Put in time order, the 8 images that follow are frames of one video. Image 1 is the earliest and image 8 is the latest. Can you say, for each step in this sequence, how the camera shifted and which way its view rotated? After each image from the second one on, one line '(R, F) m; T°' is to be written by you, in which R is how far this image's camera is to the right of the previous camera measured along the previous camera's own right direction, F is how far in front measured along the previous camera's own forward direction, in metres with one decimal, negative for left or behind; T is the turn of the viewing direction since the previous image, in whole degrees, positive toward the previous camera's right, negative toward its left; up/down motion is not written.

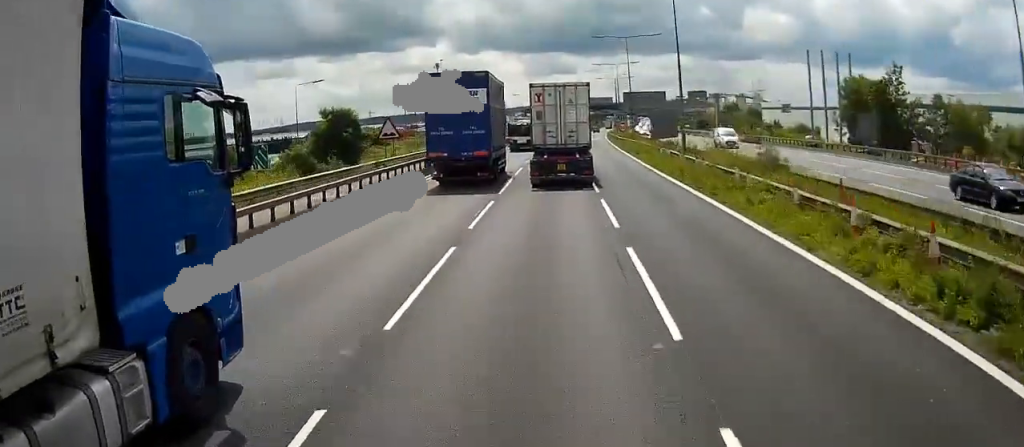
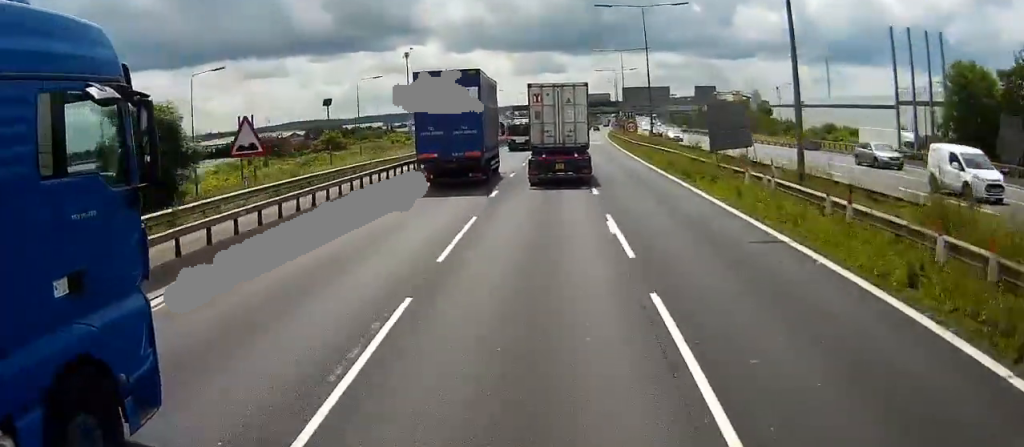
(+0.1, +21.8) m; +1°
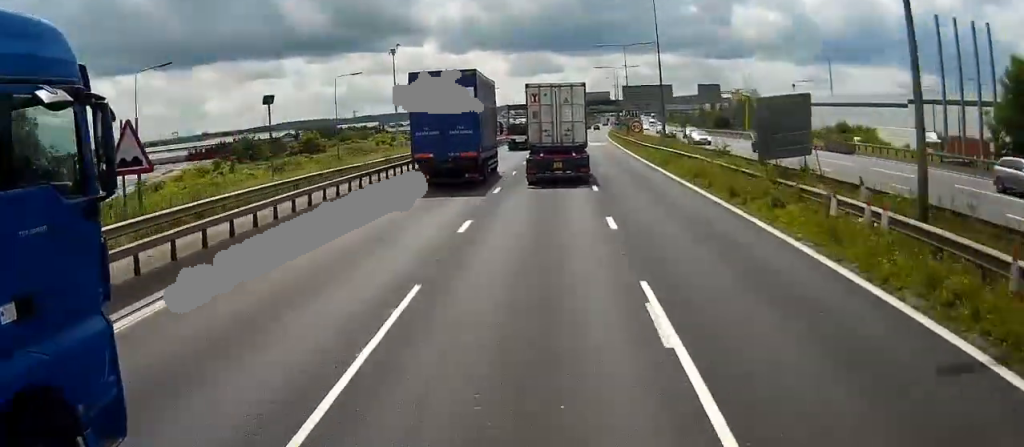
(+0.2, +8.4) m; +1°
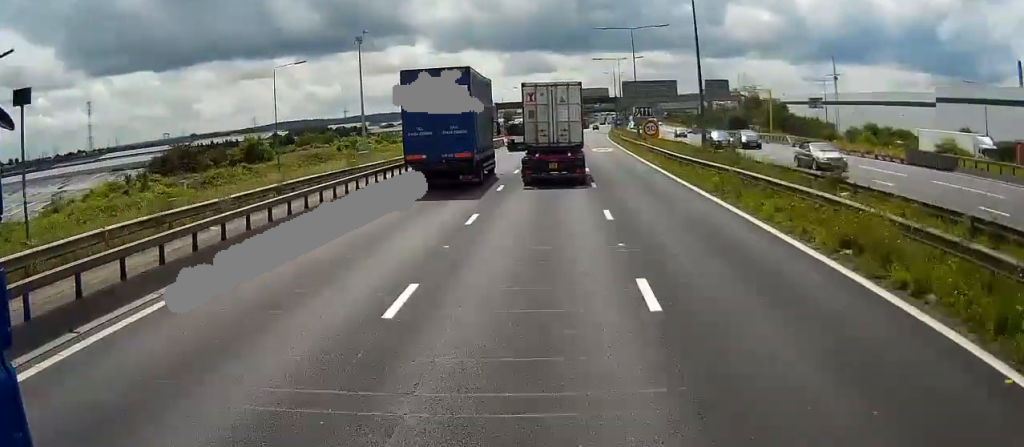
(+0.2, +16.1) m; +1°
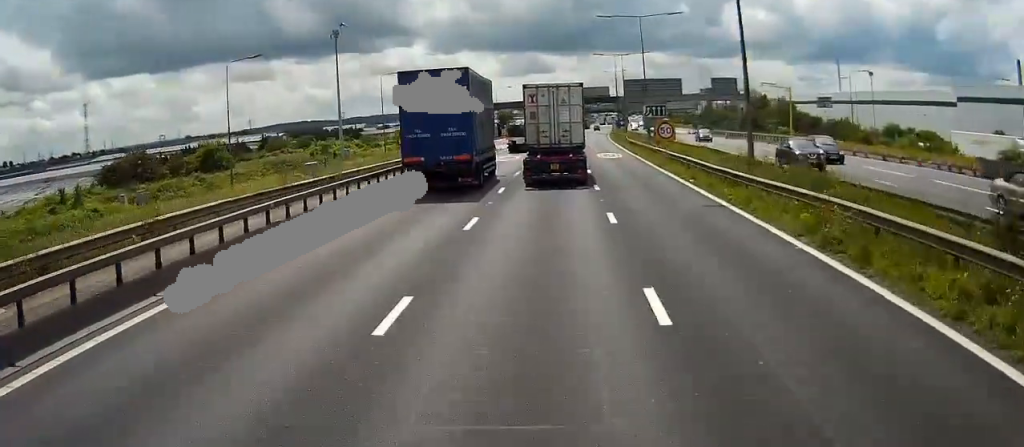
(0.0, +9.8) m; 0°
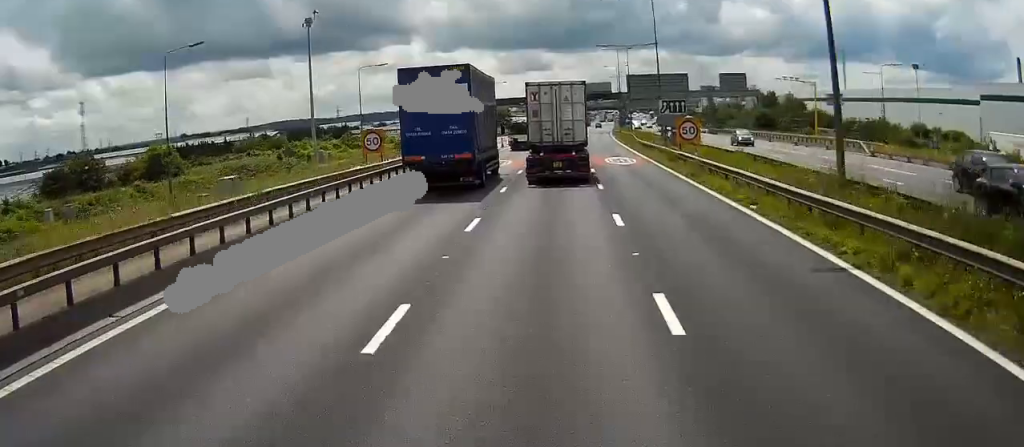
(0.0, +9.2) m; 0°
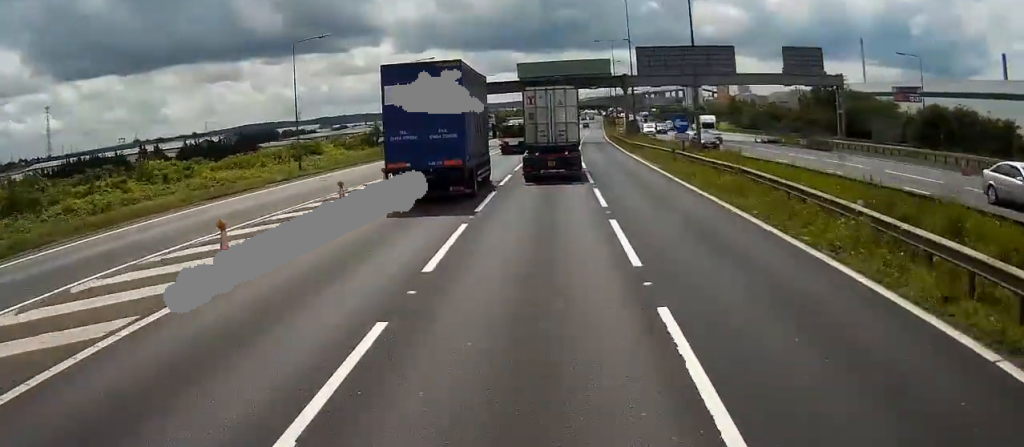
(+0.9, +58.5) m; +2°
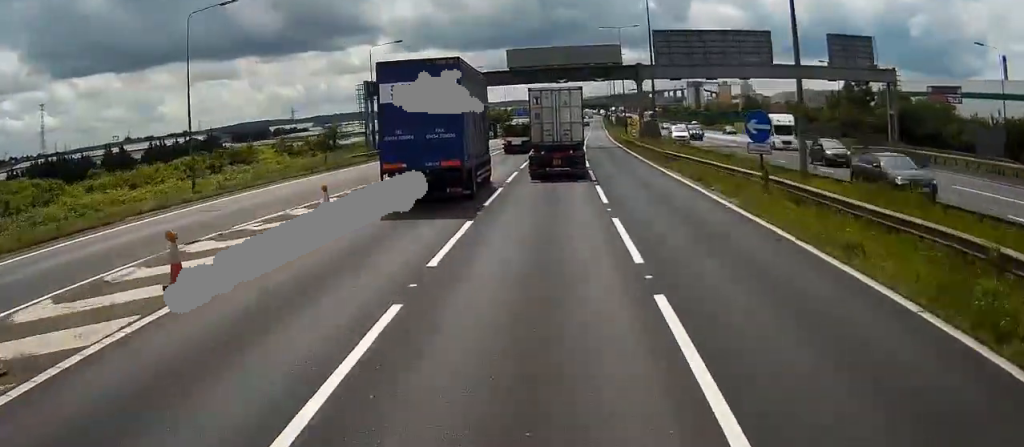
(+0.3, +17.4) m; +1°
